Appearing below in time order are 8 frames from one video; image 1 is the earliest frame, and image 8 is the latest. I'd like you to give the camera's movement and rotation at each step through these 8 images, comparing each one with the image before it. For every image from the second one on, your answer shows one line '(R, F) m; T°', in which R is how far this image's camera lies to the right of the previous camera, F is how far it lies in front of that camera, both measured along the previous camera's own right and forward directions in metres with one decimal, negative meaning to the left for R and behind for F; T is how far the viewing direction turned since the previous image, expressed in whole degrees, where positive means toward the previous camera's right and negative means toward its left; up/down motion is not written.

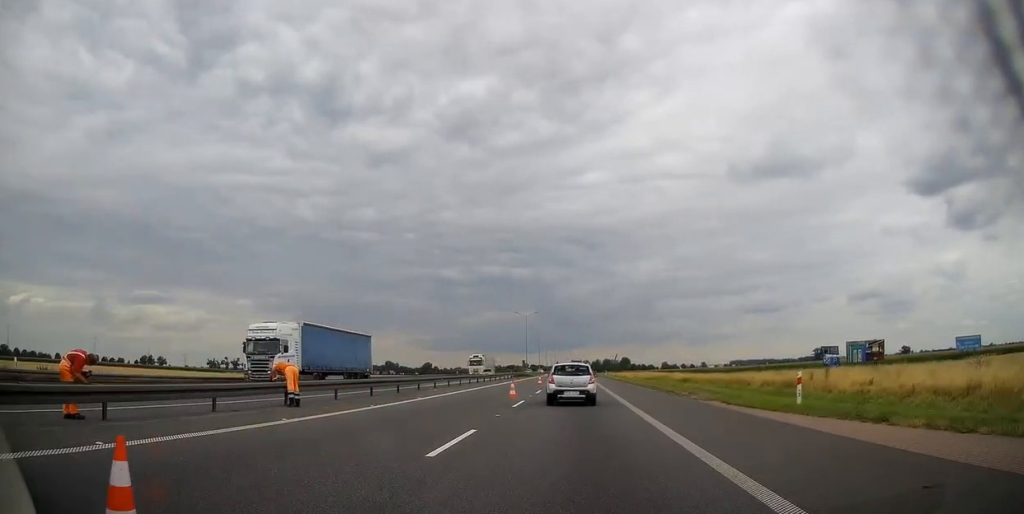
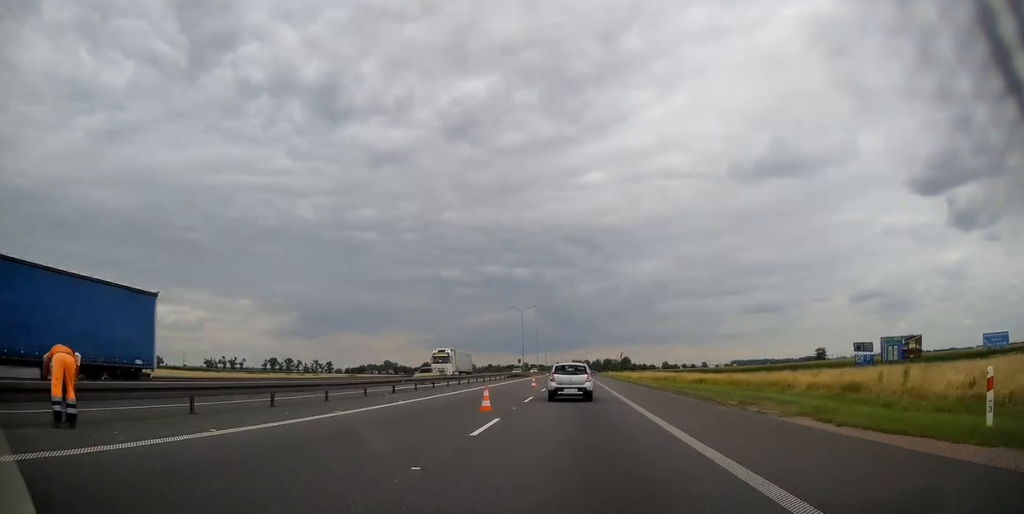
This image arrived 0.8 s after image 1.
(-0.1, +9.2) m; 0°
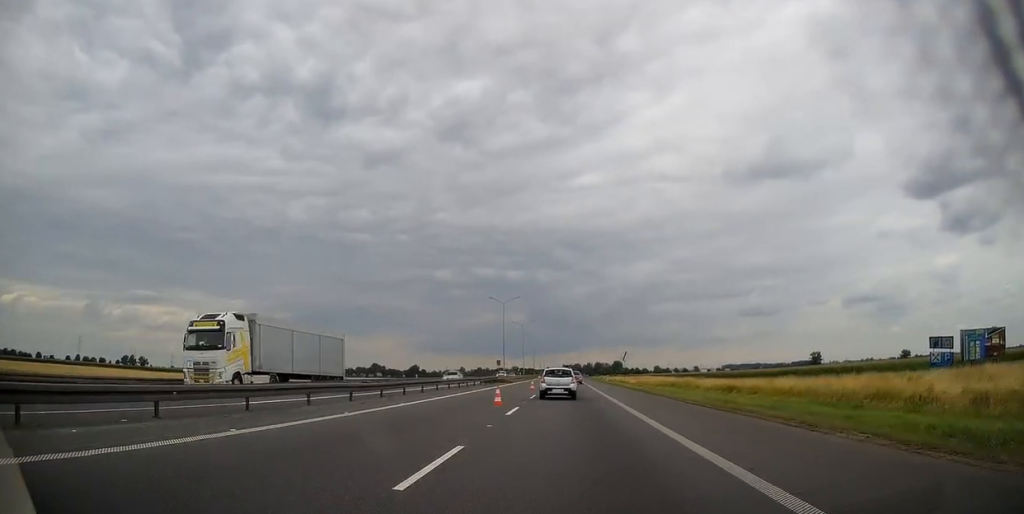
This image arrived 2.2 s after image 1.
(0.0, +17.8) m; +1°
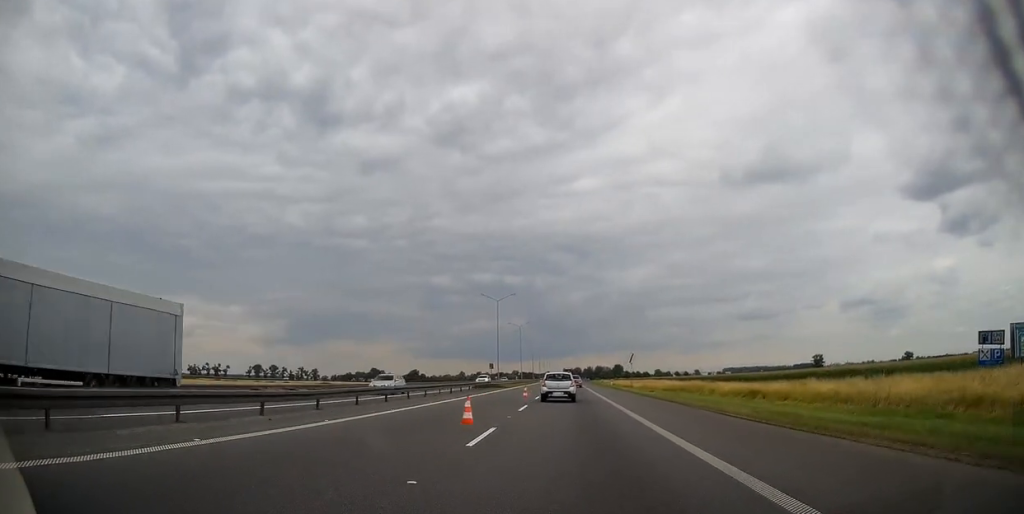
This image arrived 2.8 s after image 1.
(+0.1, +7.3) m; 0°
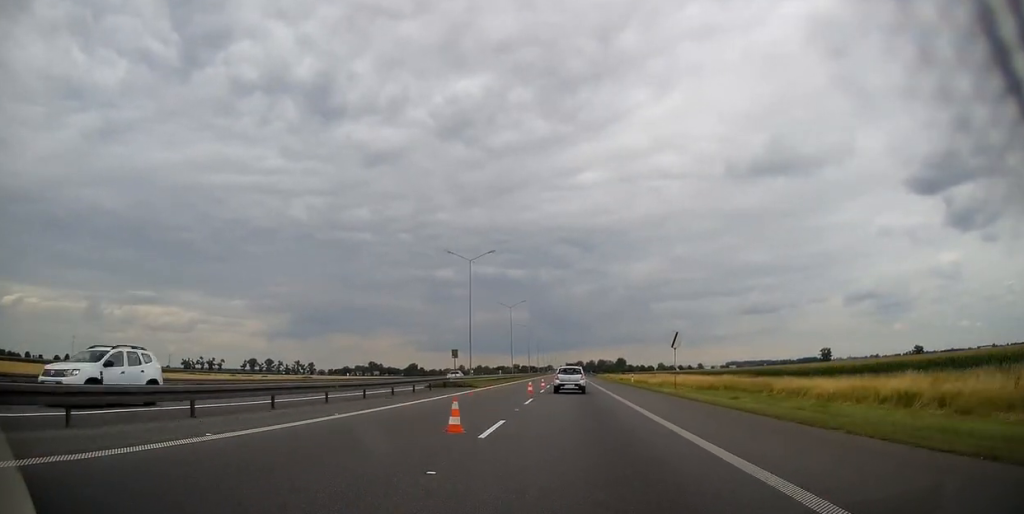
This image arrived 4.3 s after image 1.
(-0.1, +22.9) m; -1°
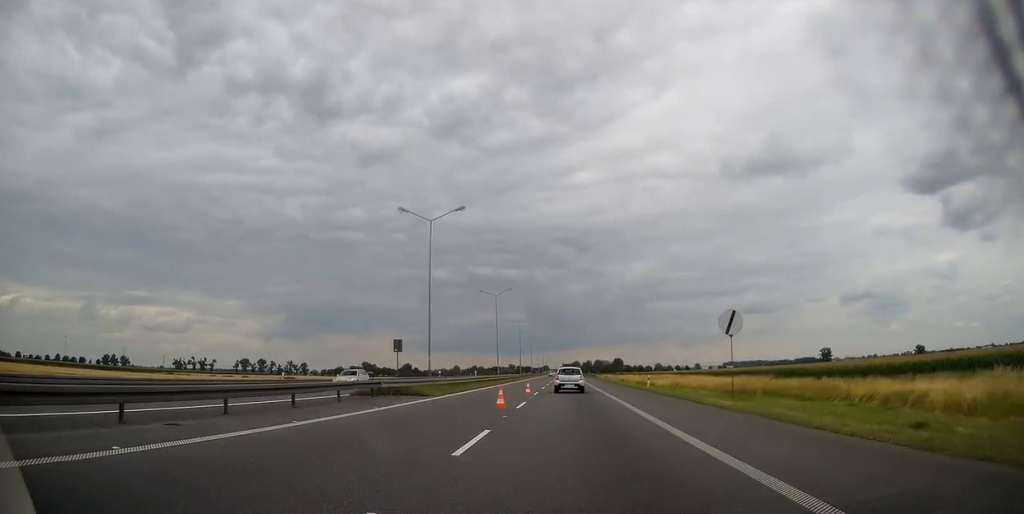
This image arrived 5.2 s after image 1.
(0.0, +14.4) m; +1°
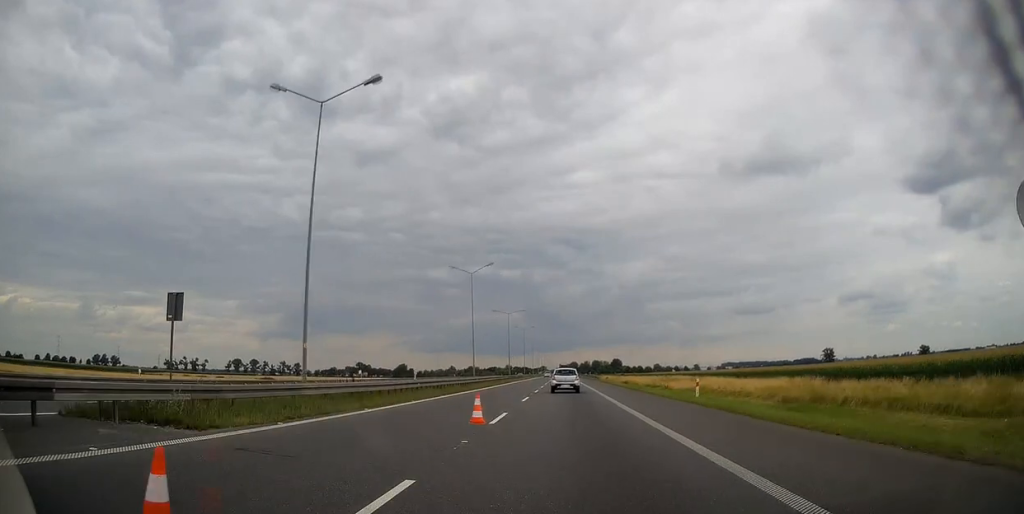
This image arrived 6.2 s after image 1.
(+0.3, +18.4) m; 0°
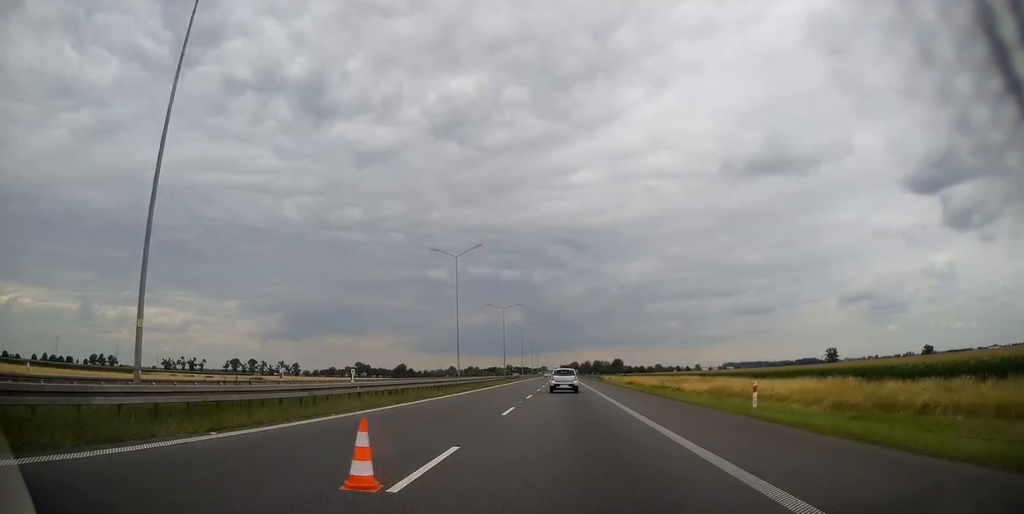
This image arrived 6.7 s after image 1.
(0.0, +8.8) m; 0°
